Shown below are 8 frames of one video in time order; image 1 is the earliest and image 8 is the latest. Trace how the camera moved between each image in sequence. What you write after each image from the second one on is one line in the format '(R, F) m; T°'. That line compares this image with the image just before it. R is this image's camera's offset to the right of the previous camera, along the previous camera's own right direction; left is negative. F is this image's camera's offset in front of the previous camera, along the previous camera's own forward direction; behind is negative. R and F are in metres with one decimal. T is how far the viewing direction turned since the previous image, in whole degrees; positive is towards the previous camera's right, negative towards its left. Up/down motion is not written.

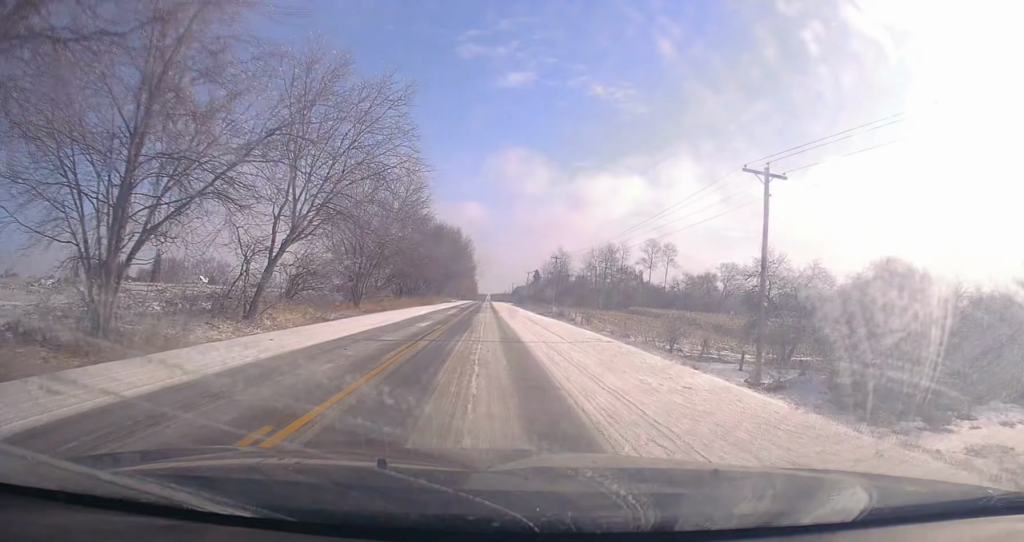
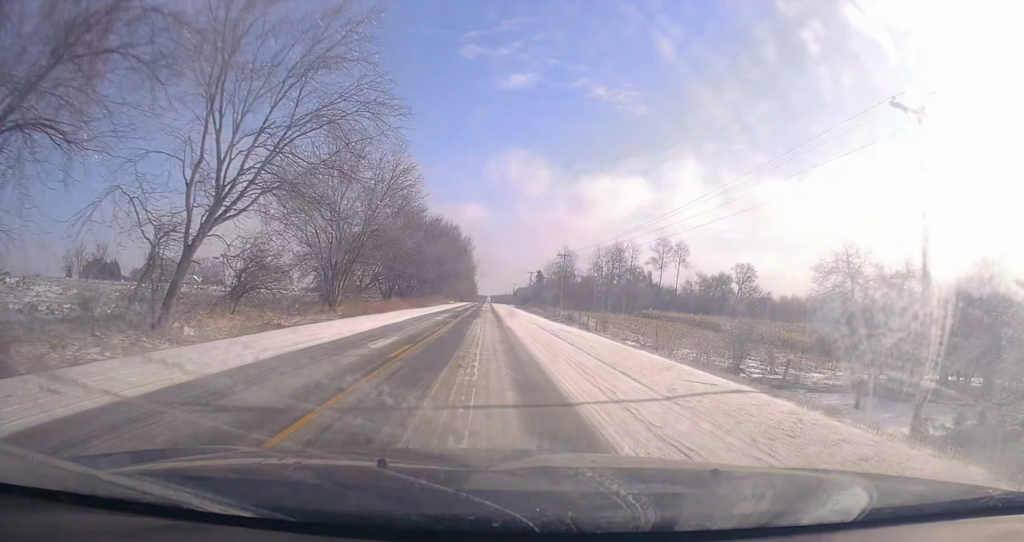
(+0.1, +10.4) m; -1°
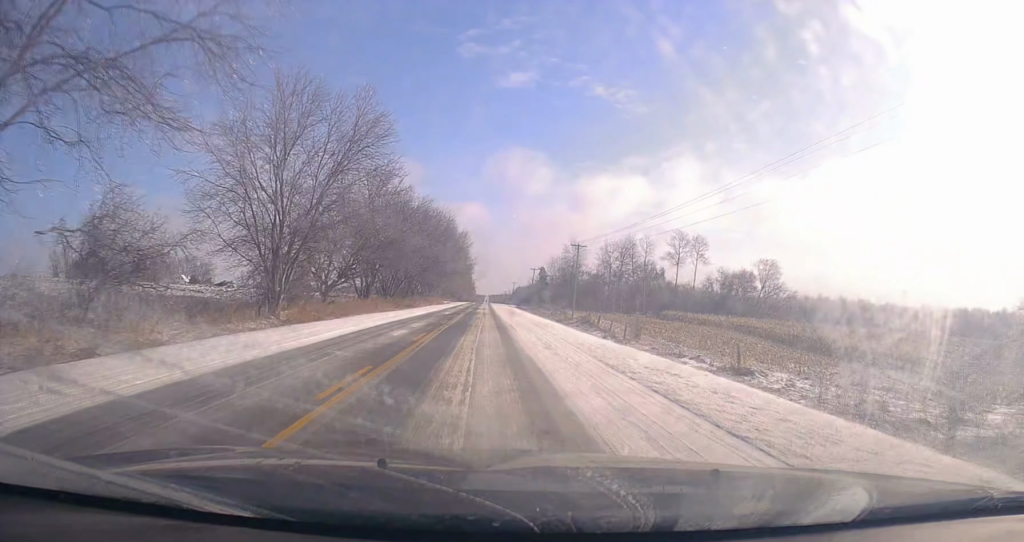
(-0.1, +14.3) m; -1°
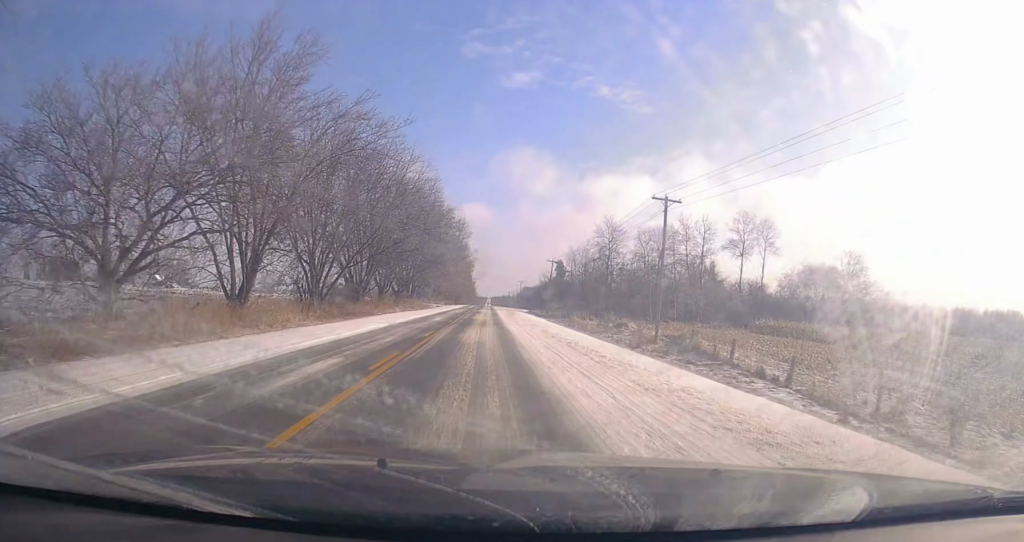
(-0.3, +35.0) m; 0°
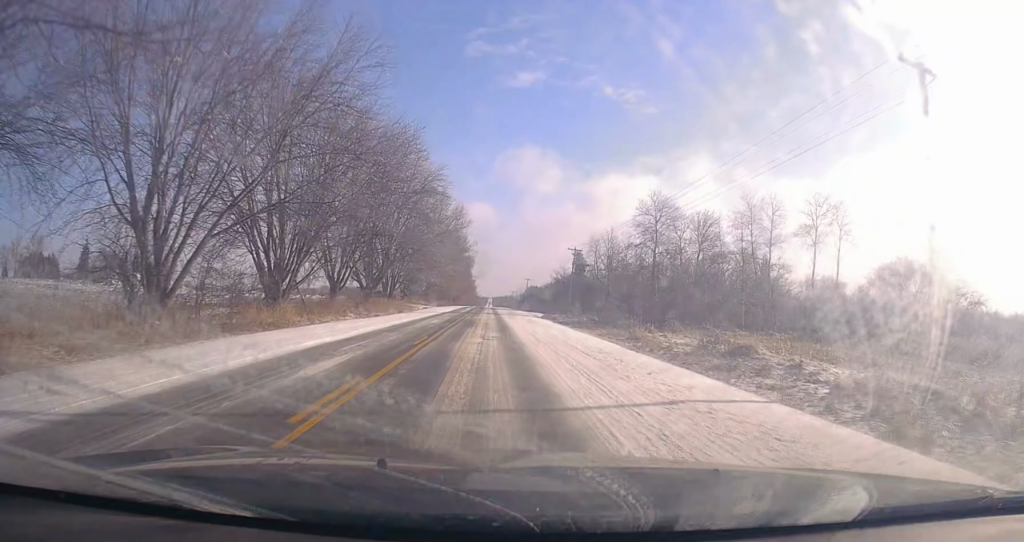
(-0.3, +23.7) m; +1°
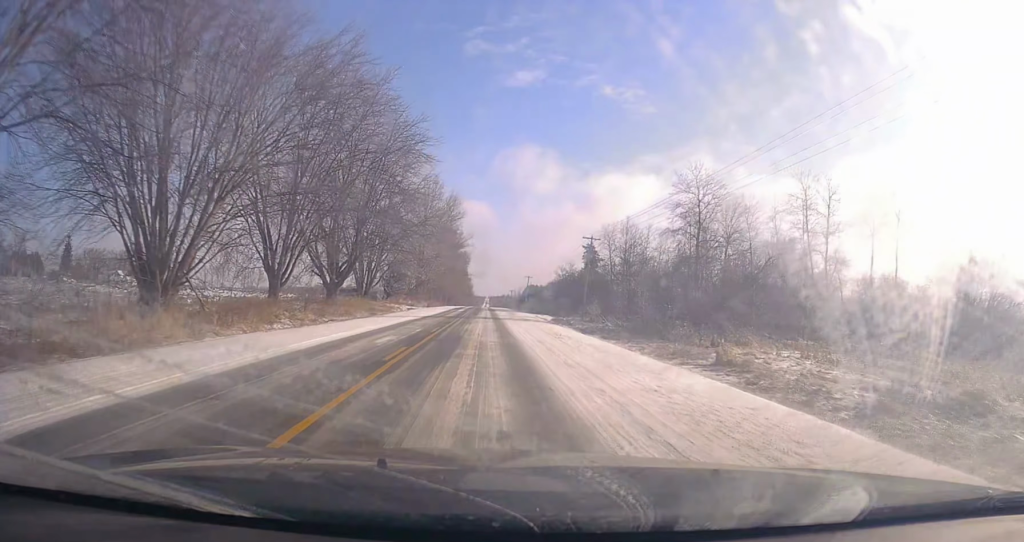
(+0.4, +14.4) m; 0°
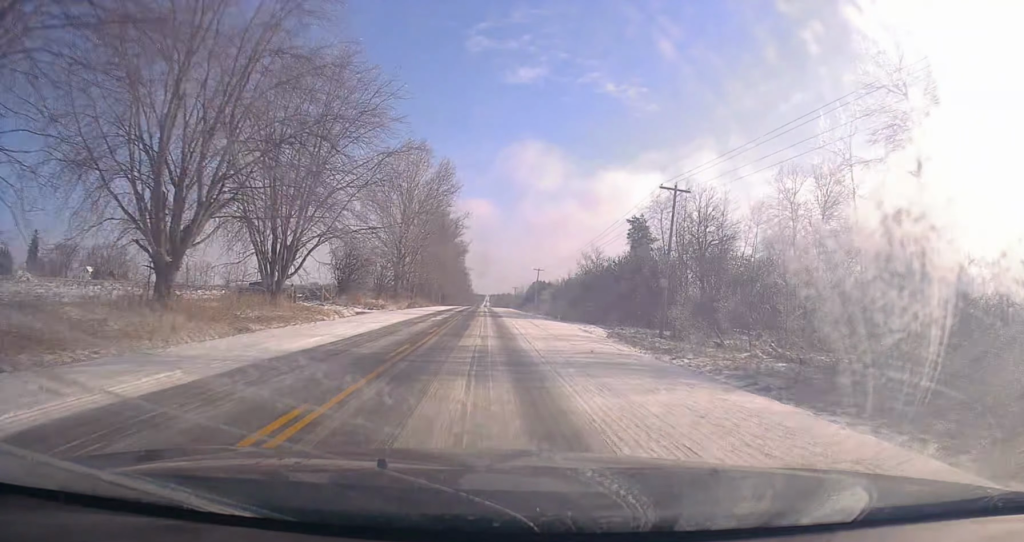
(-0.2, +28.2) m; -1°
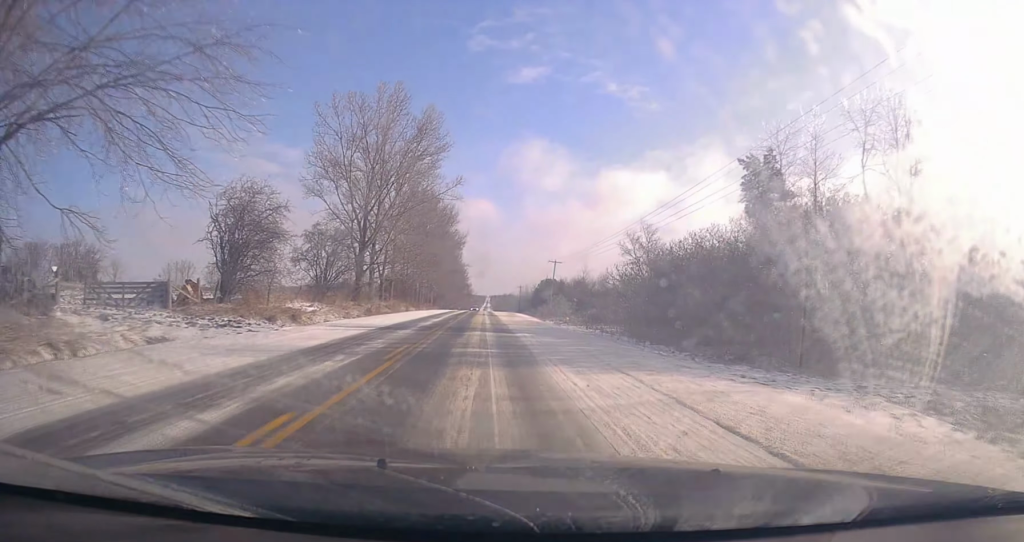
(+0.2, +28.8) m; 0°
